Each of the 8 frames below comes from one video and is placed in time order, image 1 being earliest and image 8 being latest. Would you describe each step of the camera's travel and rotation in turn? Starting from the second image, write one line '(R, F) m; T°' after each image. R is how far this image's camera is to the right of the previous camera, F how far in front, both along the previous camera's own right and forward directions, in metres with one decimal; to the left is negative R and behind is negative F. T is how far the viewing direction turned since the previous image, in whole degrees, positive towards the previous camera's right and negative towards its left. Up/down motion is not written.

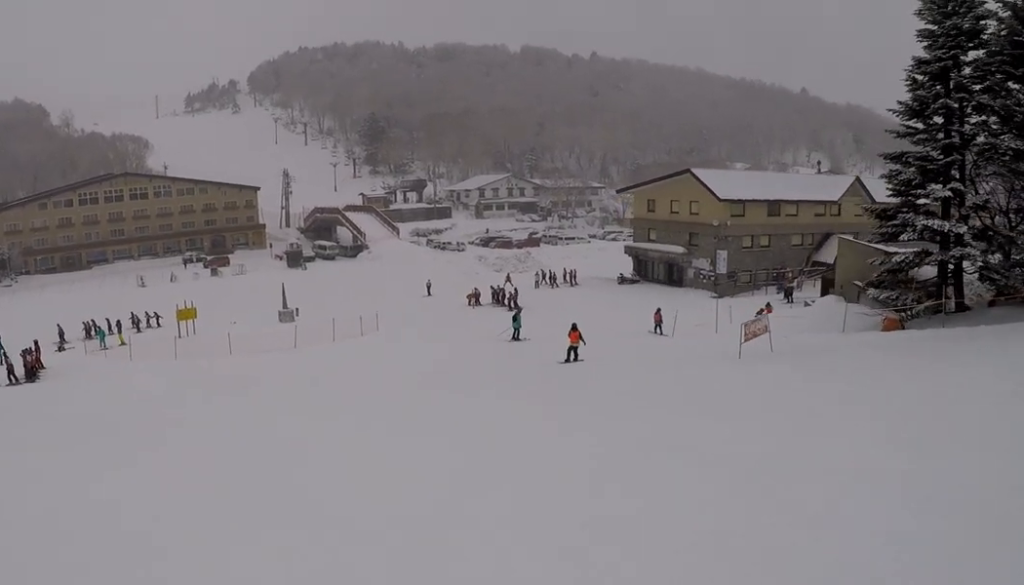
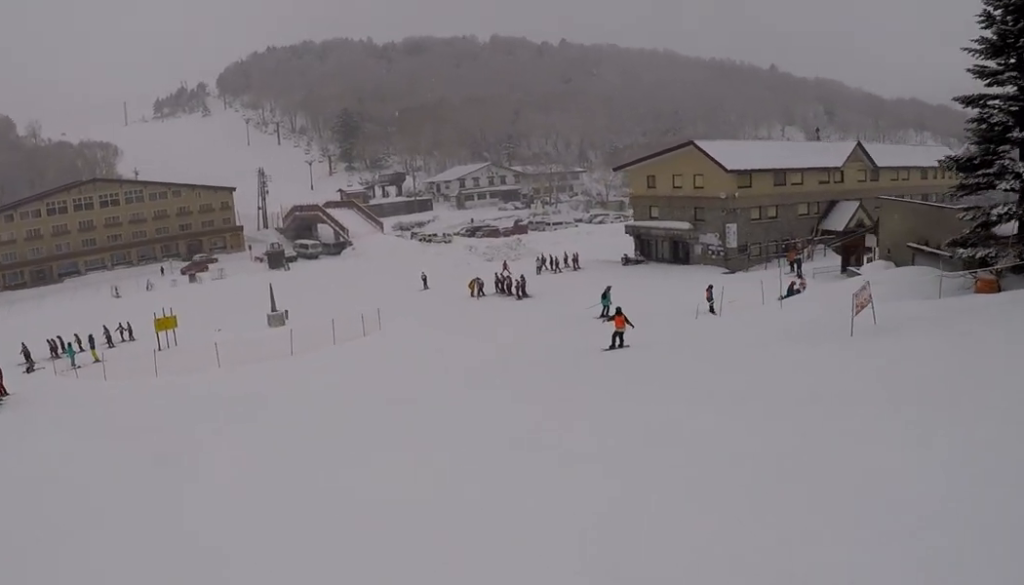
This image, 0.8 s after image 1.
(+1.7, +5.0) m; +9°
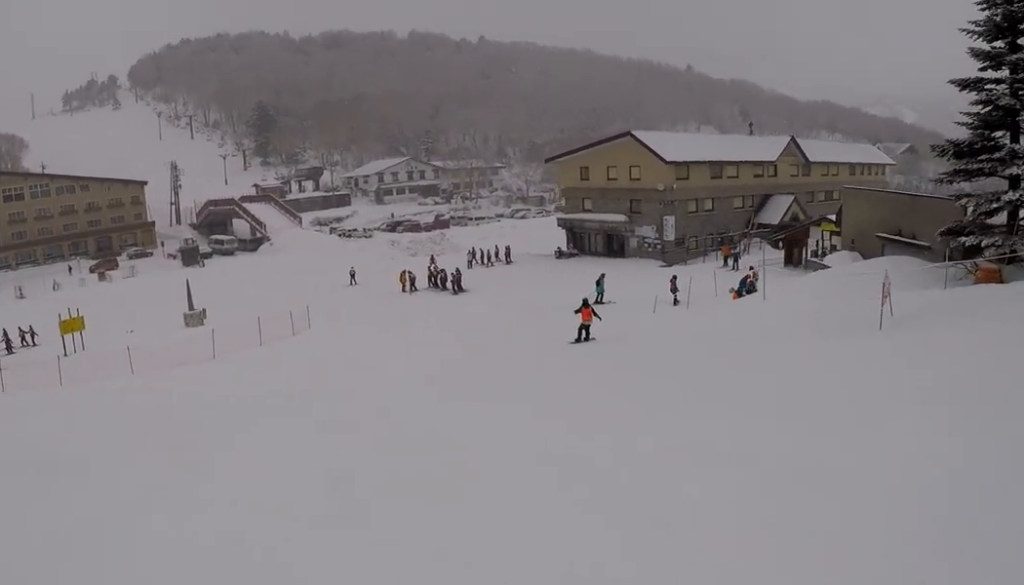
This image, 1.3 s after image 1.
(+0.1, +3.6) m; +3°
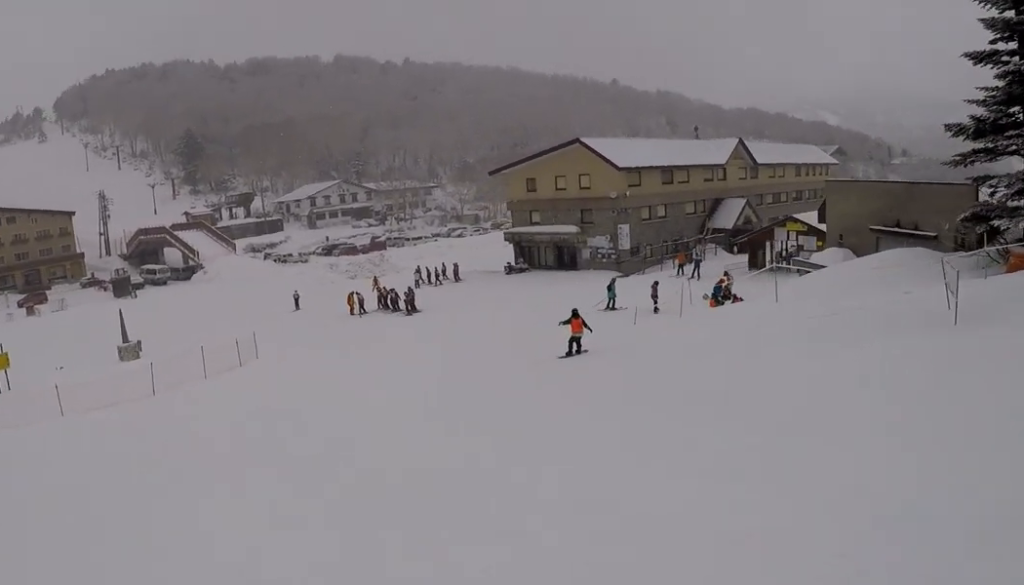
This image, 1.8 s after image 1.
(-0.5, +3.4) m; +1°
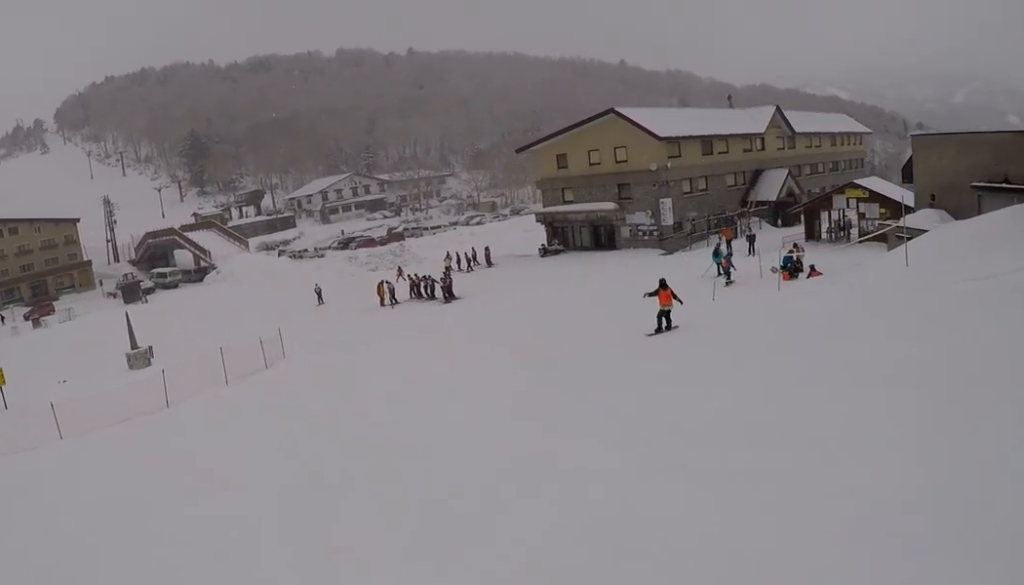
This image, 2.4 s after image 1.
(+0.3, +4.0) m; +11°
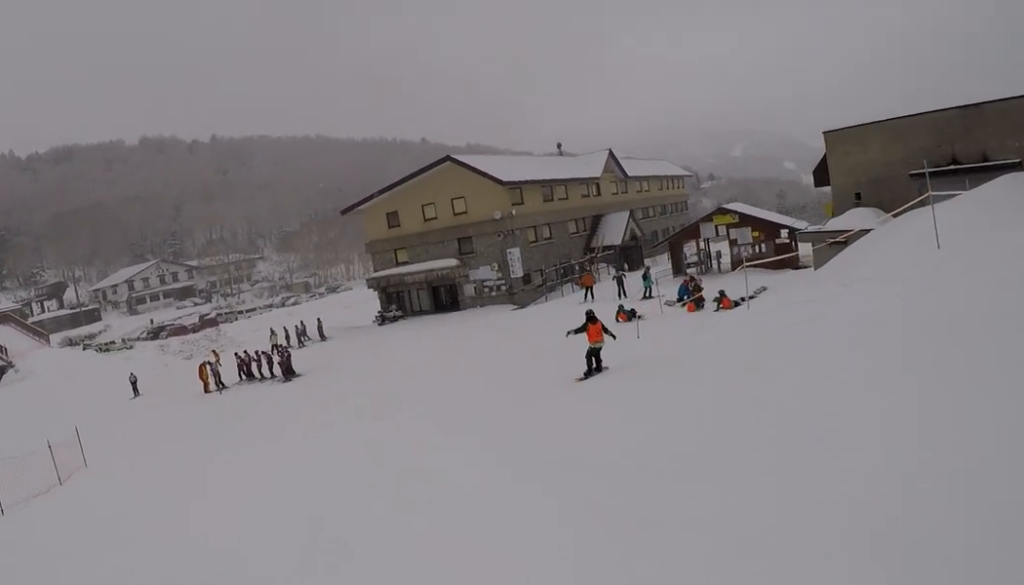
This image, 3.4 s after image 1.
(+1.4, +6.5) m; +23°
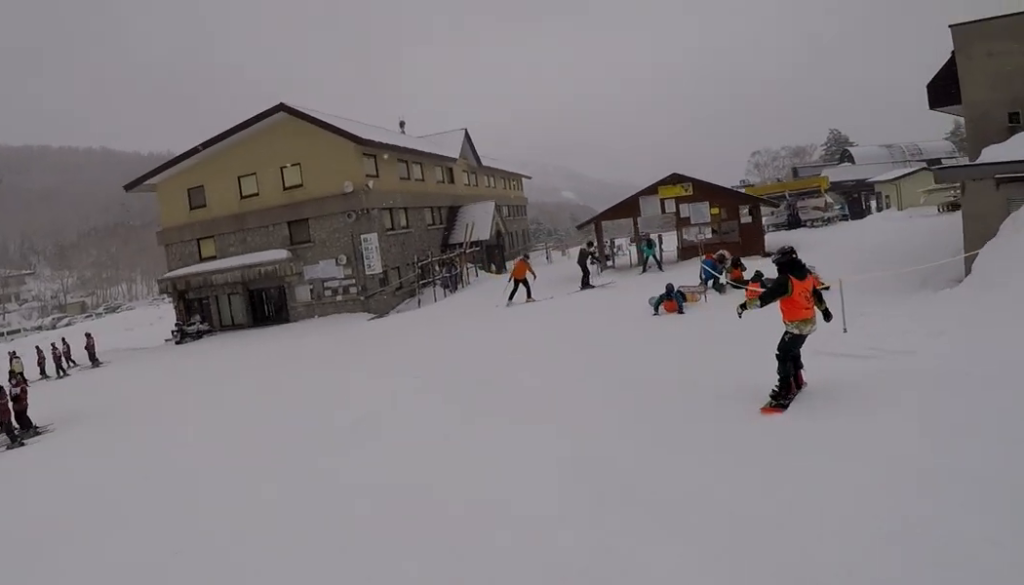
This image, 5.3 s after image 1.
(+2.7, +12.7) m; +17°
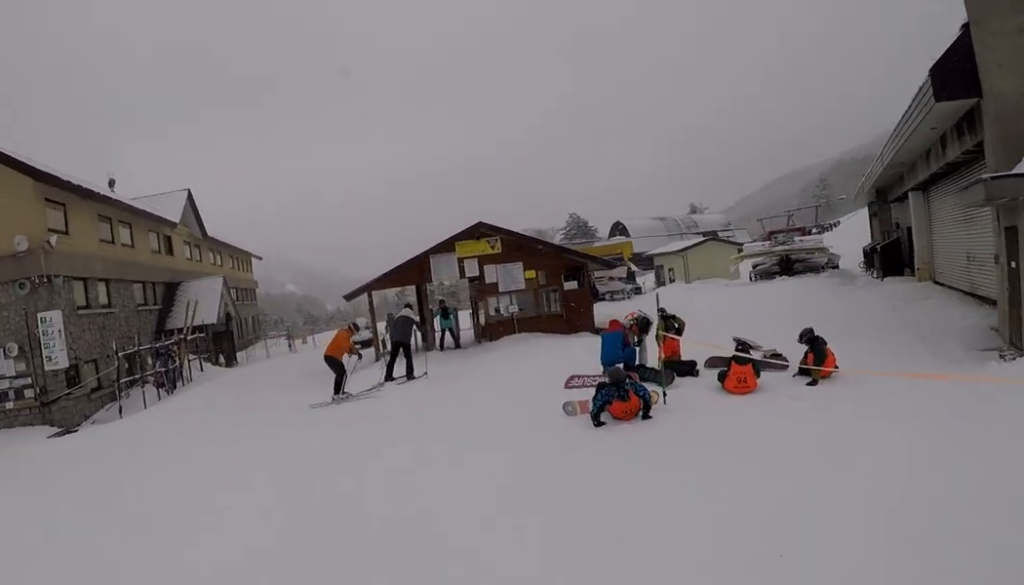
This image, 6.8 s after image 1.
(+1.1, +7.9) m; +21°
